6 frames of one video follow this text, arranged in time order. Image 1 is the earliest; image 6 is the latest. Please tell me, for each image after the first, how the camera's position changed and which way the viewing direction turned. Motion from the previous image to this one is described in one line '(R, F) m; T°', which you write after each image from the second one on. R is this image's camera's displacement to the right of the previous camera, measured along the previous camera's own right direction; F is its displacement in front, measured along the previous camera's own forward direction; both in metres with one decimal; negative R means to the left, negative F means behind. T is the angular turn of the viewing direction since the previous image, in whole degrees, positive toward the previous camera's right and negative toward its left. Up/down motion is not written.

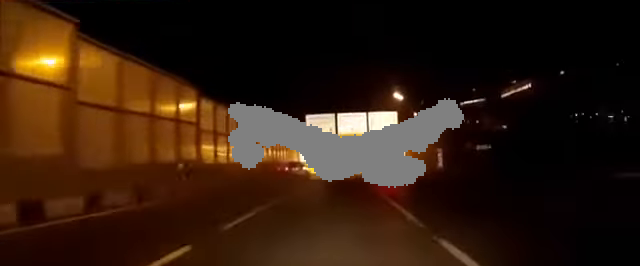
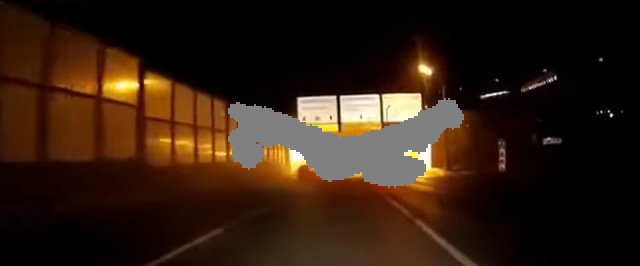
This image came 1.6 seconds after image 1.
(0.0, +20.6) m; 0°
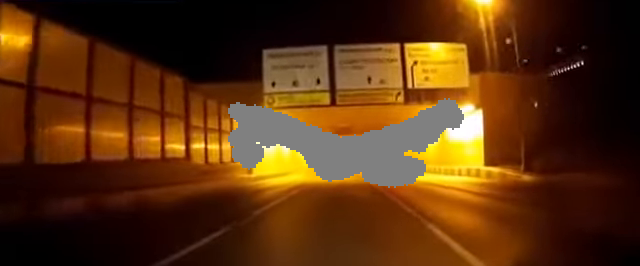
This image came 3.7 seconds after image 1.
(-0.1, +22.6) m; -1°
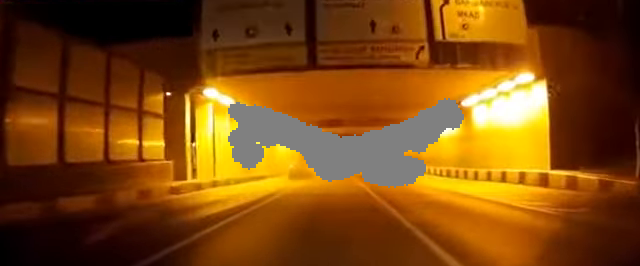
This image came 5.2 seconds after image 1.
(-0.1, +13.4) m; -1°
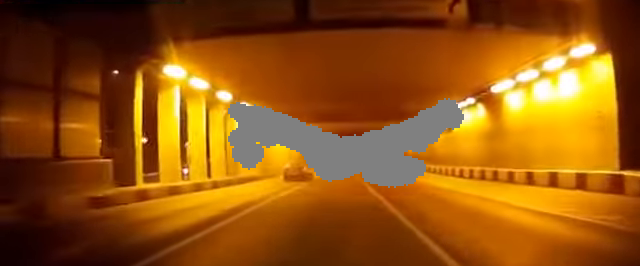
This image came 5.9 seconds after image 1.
(0.0, +5.9) m; 0°
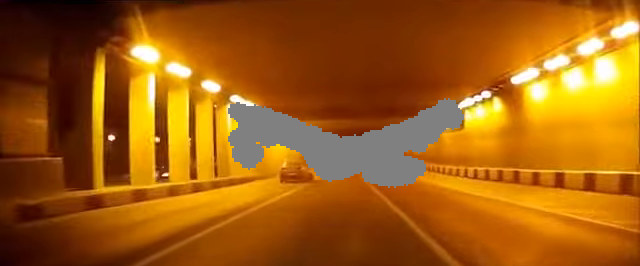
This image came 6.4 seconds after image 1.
(0.0, +3.0) m; -1°
